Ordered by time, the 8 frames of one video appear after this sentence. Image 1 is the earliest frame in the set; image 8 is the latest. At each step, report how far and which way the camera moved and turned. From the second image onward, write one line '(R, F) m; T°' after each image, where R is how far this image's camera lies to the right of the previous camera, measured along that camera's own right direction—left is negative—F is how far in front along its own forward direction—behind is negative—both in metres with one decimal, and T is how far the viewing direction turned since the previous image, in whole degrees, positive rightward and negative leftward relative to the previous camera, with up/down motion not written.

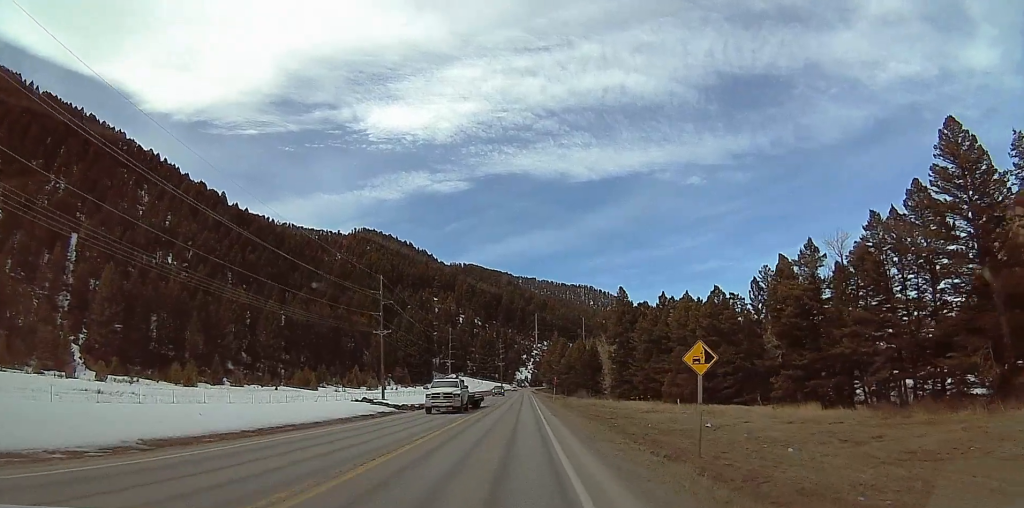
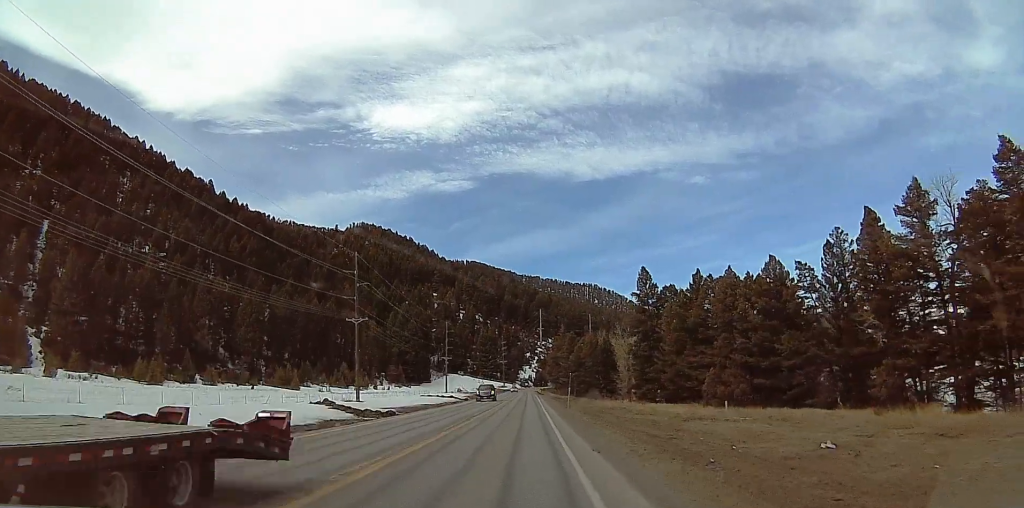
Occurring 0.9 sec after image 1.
(-0.4, +19.6) m; +1°
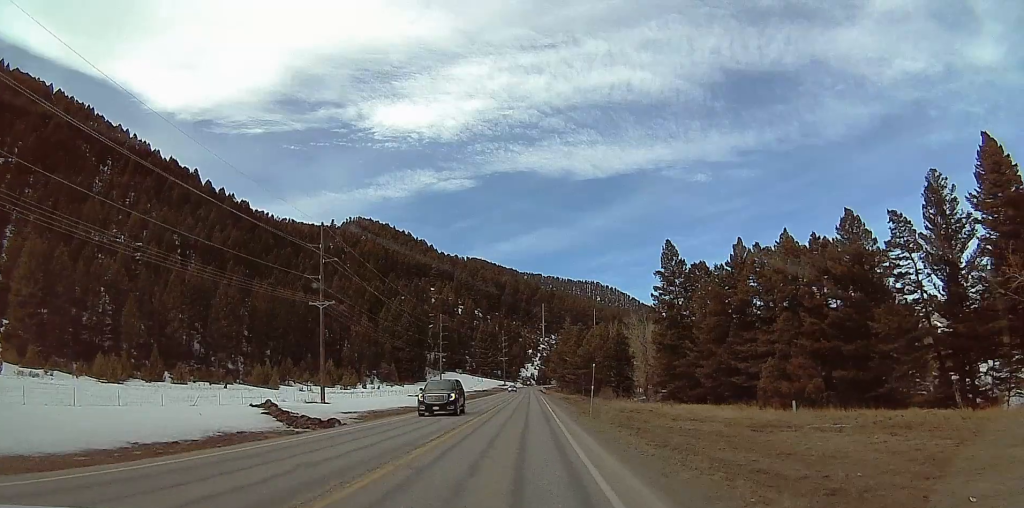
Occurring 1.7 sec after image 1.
(+1.5, +17.5) m; -1°
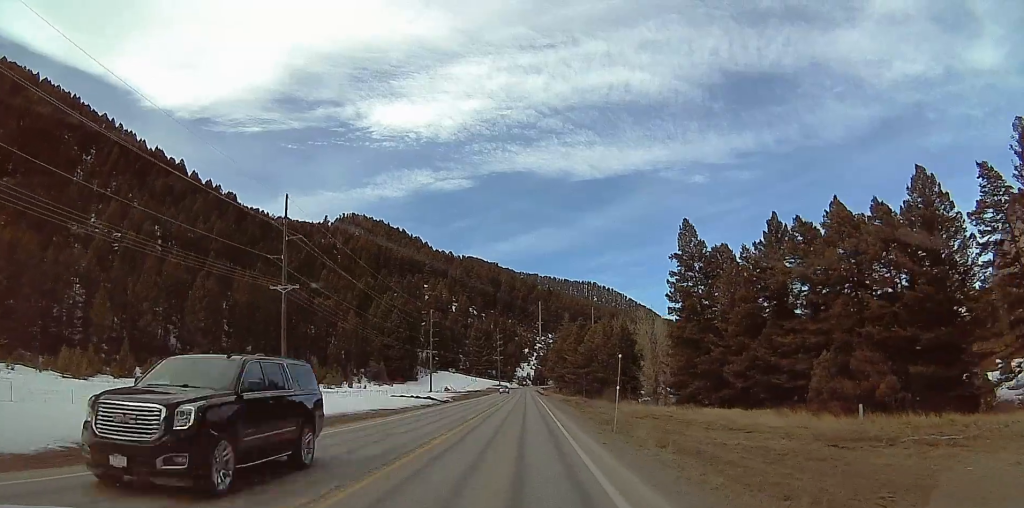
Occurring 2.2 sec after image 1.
(-1.3, +11.6) m; -3°
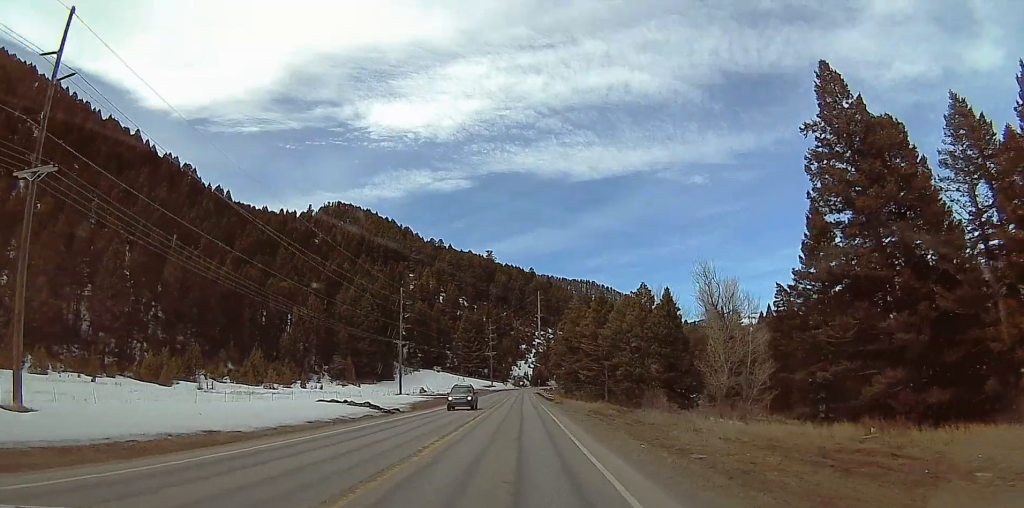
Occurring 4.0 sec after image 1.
(-0.5, +38.6) m; -1°
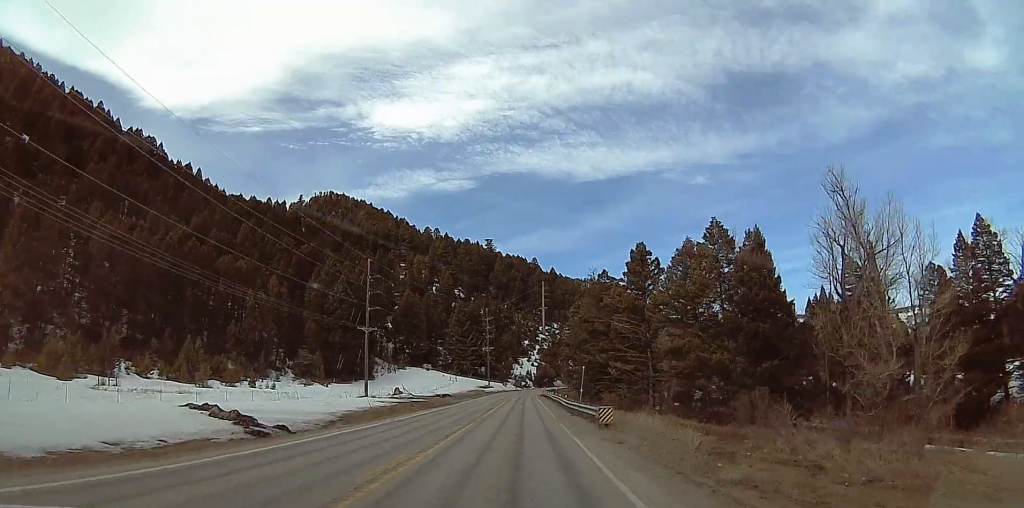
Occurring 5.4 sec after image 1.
(-0.6, +30.4) m; 0°
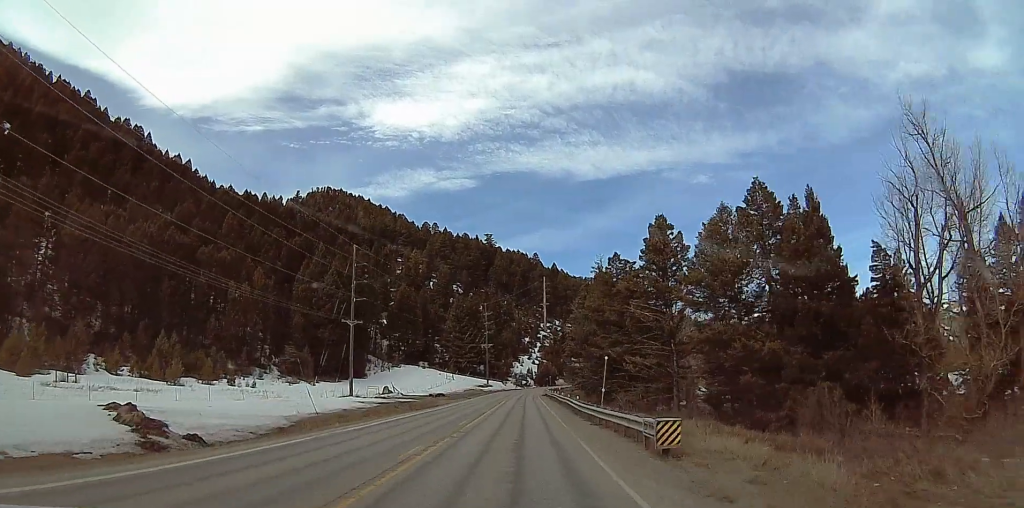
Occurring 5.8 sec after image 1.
(+0.2, +9.4) m; 0°
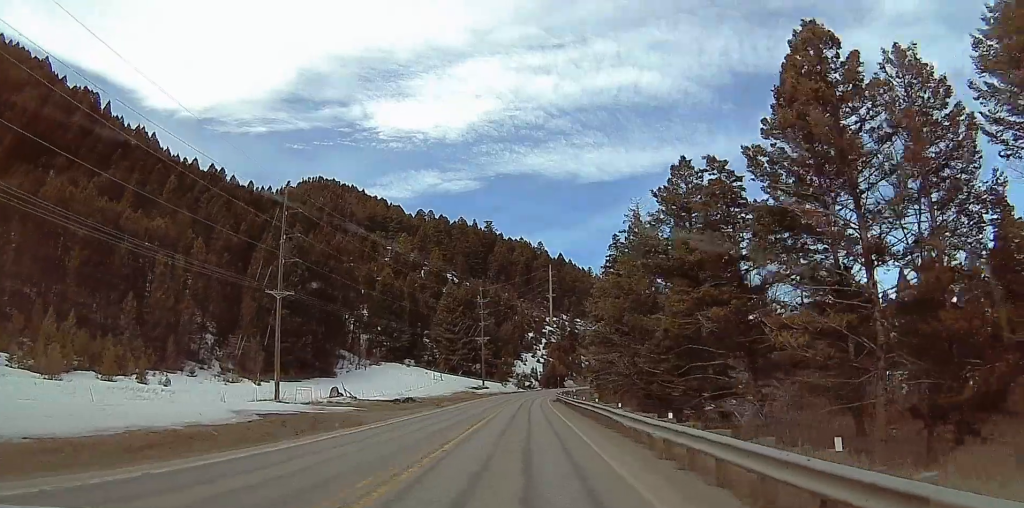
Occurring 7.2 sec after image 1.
(0.0, +29.7) m; 0°
